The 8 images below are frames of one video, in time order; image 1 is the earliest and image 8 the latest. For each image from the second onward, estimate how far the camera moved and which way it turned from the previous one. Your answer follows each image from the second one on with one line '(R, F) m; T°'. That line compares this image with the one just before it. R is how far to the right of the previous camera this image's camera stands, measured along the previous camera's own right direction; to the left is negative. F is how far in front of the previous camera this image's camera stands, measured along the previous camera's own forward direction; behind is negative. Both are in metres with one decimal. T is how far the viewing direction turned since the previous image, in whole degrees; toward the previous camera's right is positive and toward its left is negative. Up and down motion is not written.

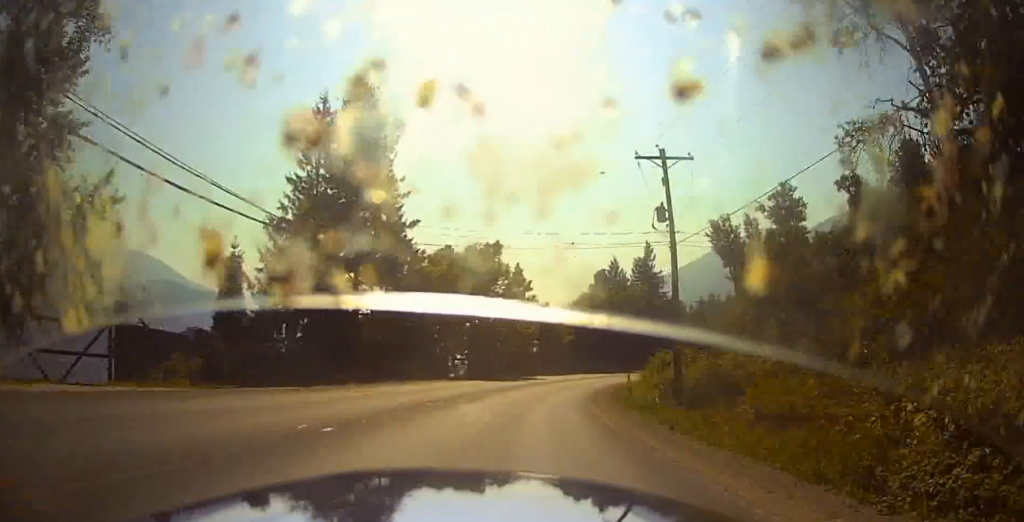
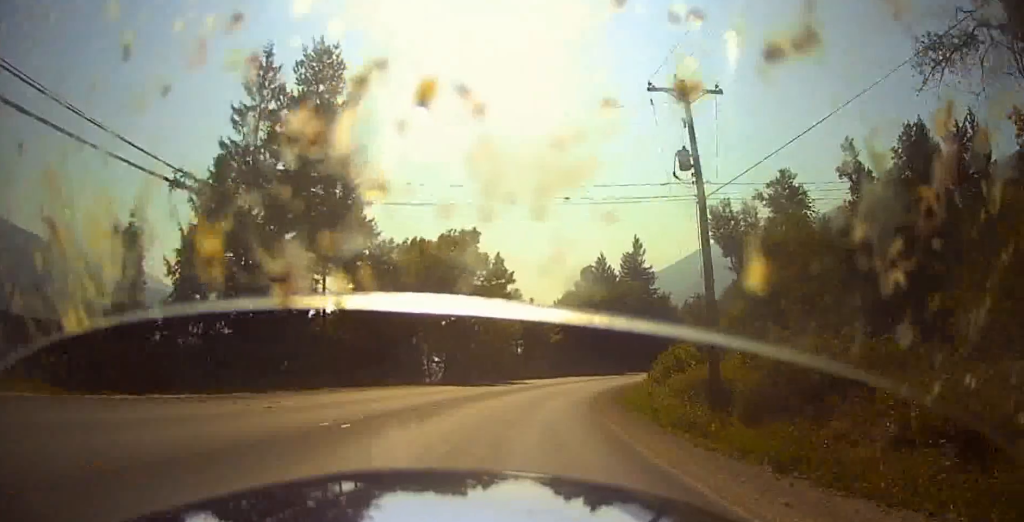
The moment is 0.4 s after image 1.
(0.0, +8.1) m; +1°
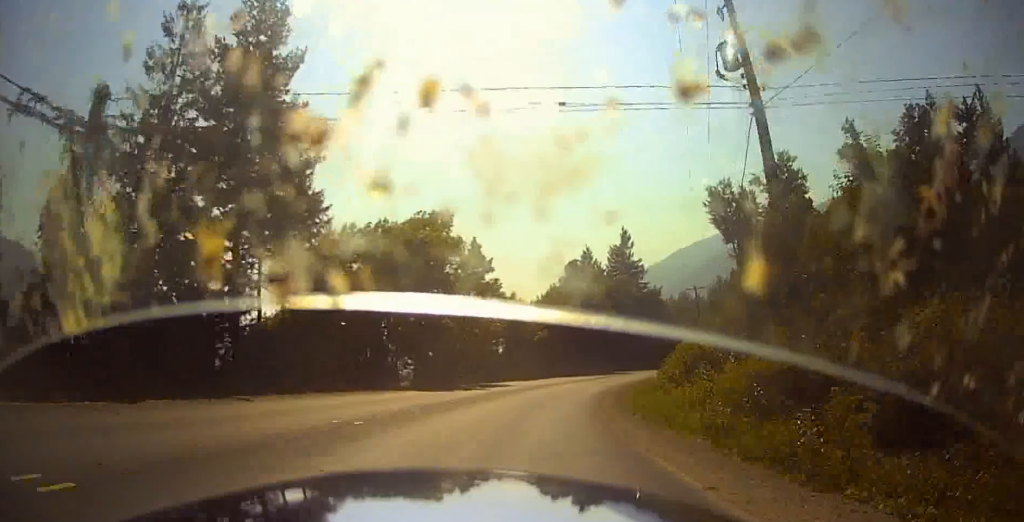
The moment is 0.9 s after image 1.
(-0.2, +8.0) m; +5°
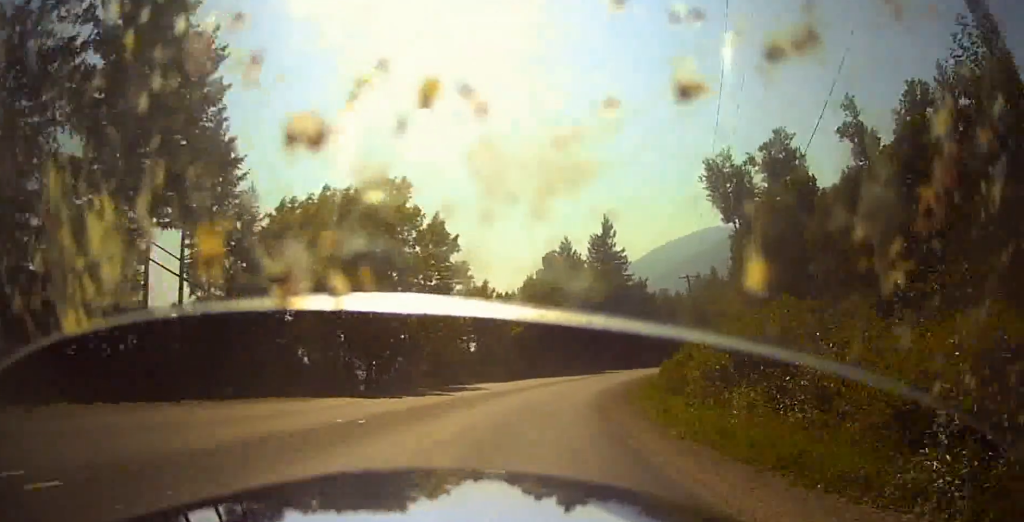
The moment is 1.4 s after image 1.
(-0.6, +9.0) m; +6°
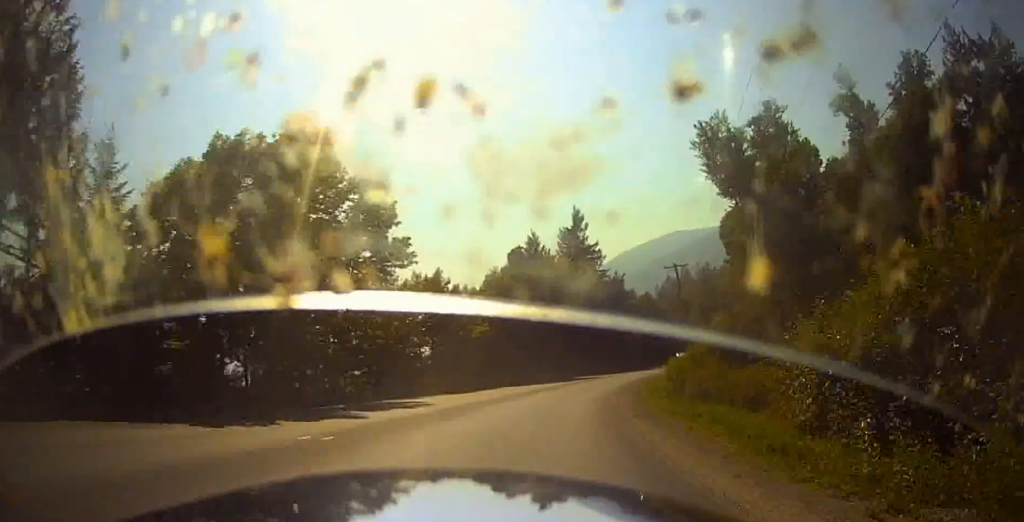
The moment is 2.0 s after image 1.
(+2.2, +10.5) m; +8°
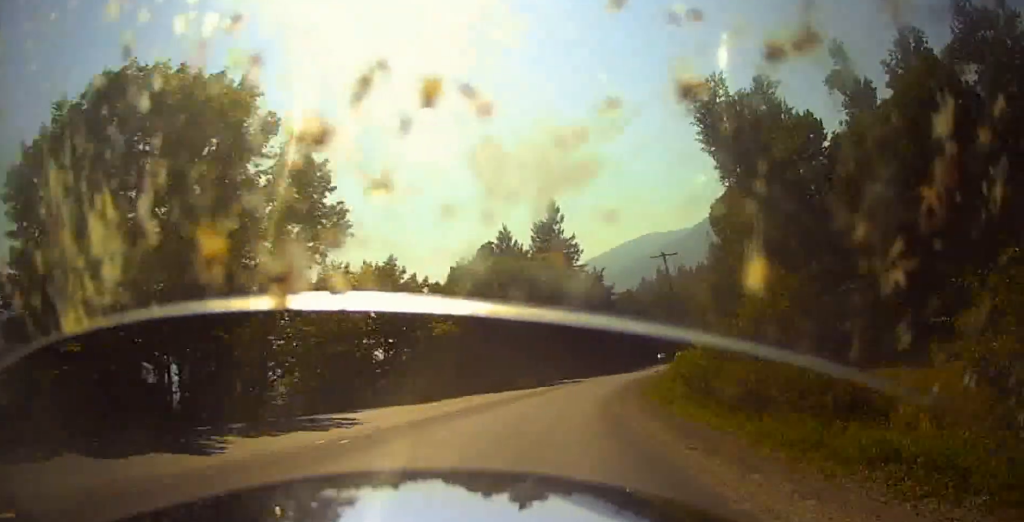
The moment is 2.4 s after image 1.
(+0.6, +7.8) m; +4°
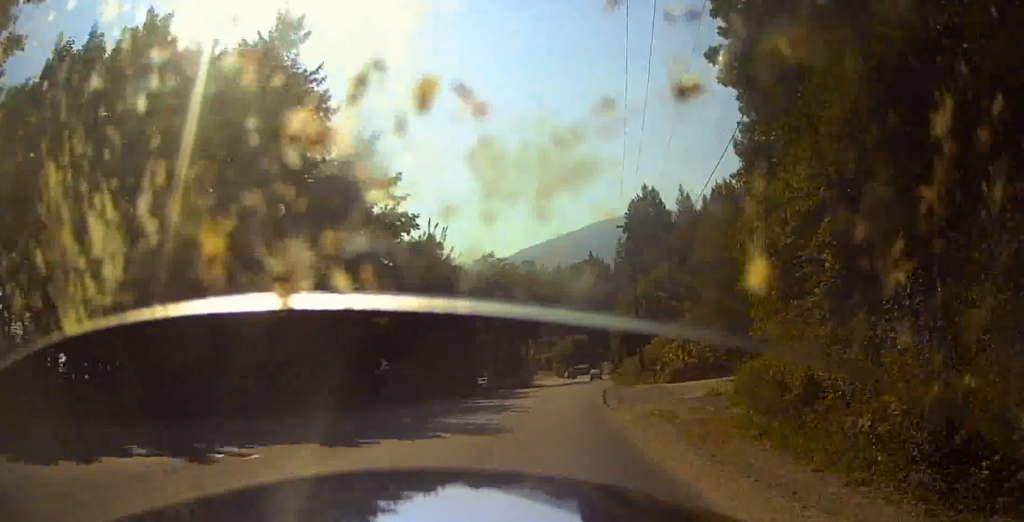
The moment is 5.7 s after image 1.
(+4.2, +62.9) m; +7°
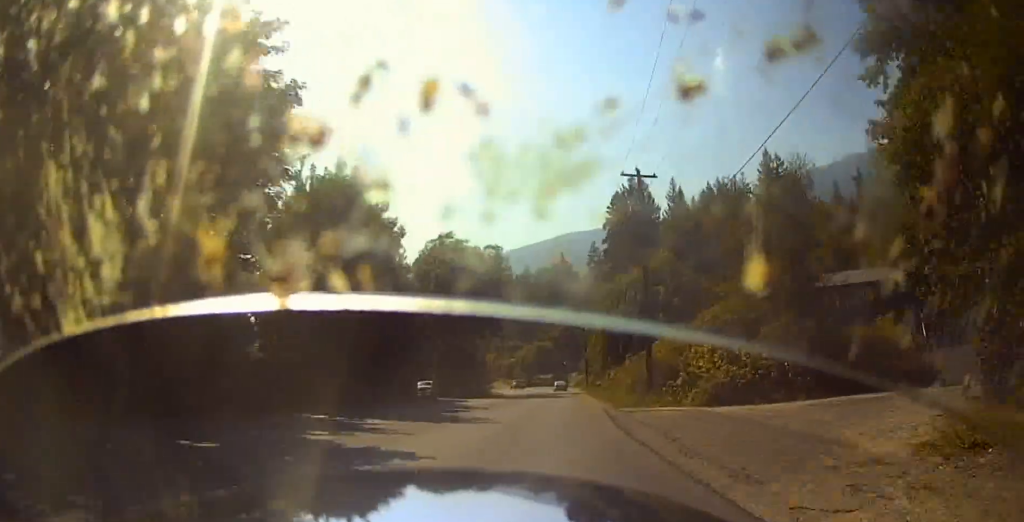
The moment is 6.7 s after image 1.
(-0.3, +19.8) m; -1°
